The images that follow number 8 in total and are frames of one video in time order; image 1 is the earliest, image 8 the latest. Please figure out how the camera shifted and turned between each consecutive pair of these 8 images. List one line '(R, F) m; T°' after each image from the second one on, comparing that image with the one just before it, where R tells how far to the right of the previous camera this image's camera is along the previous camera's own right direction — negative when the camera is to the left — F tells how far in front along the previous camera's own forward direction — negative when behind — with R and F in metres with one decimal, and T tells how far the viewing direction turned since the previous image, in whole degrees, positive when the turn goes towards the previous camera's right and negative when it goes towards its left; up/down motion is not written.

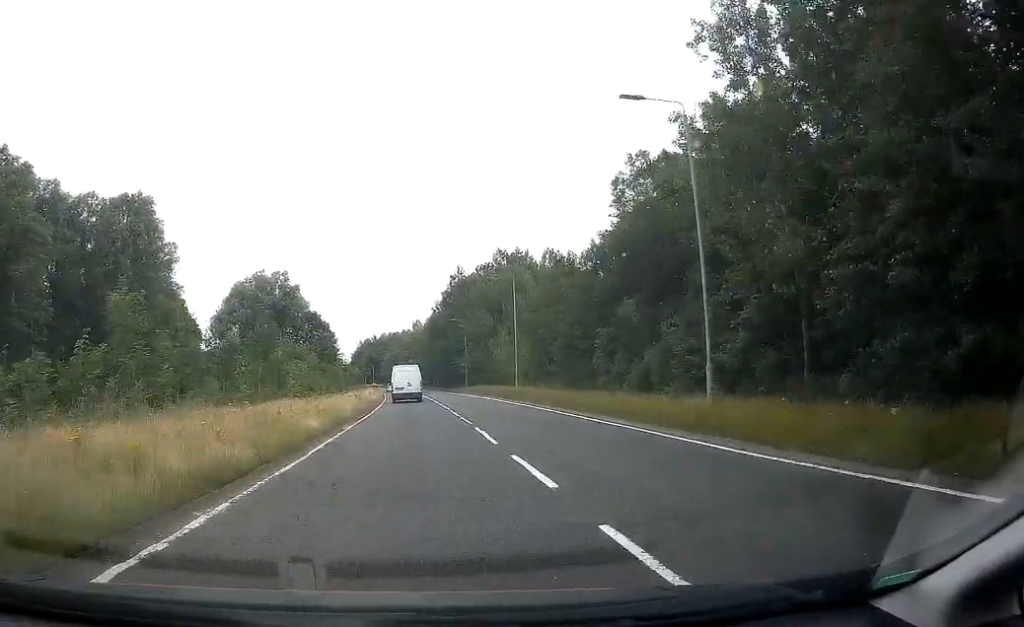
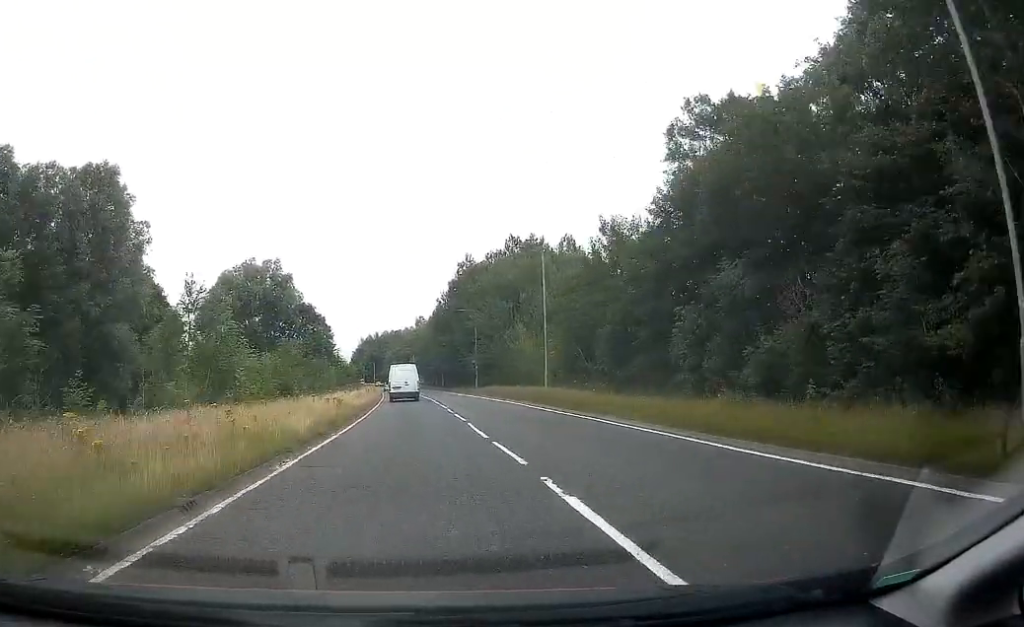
(0.0, +10.8) m; 0°
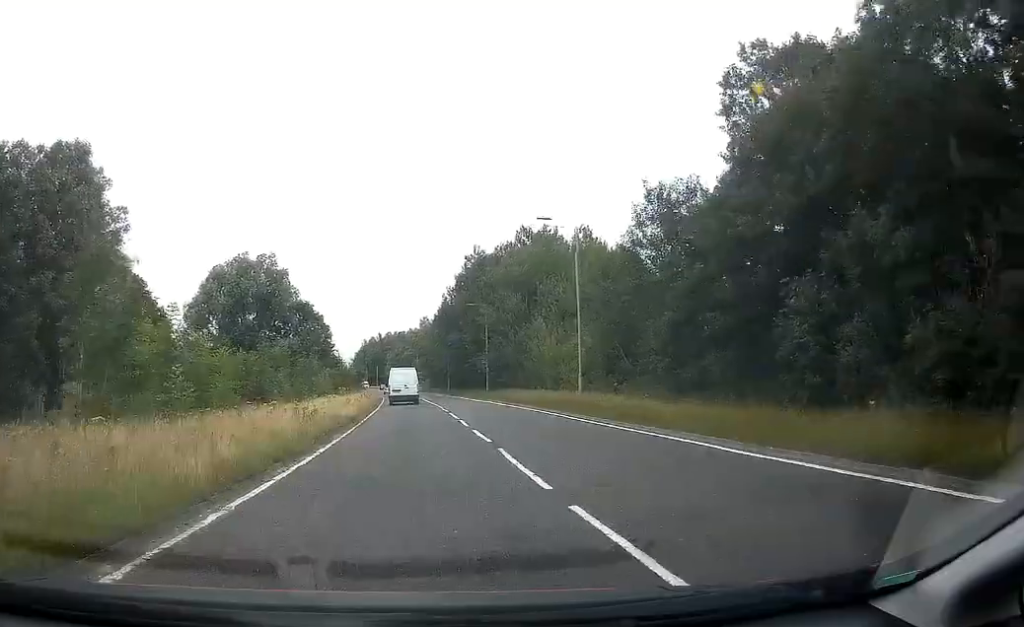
(0.0, +7.5) m; 0°
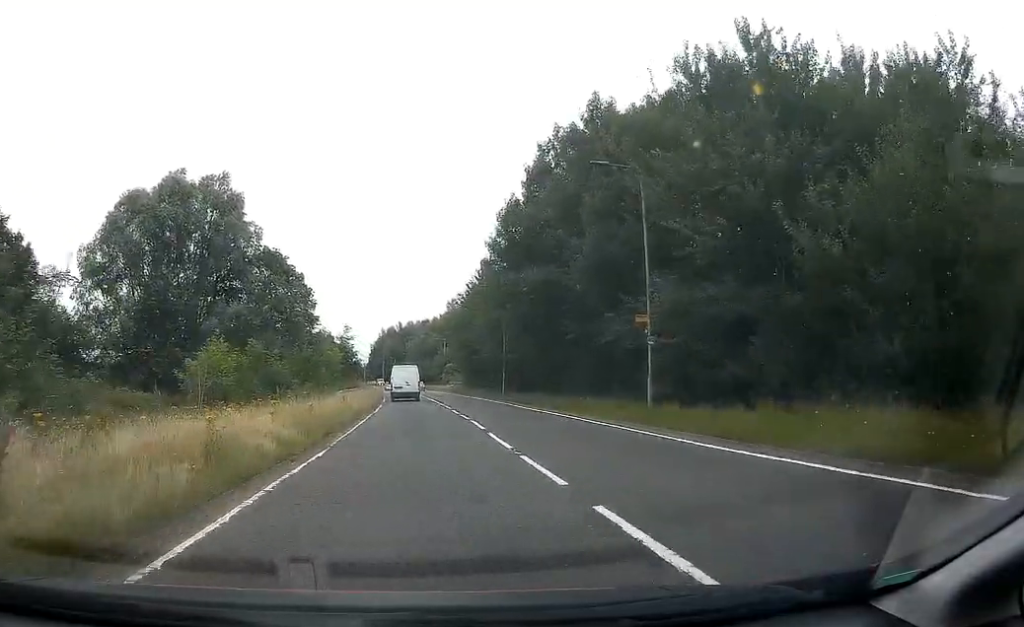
(-0.7, +40.7) m; -2°
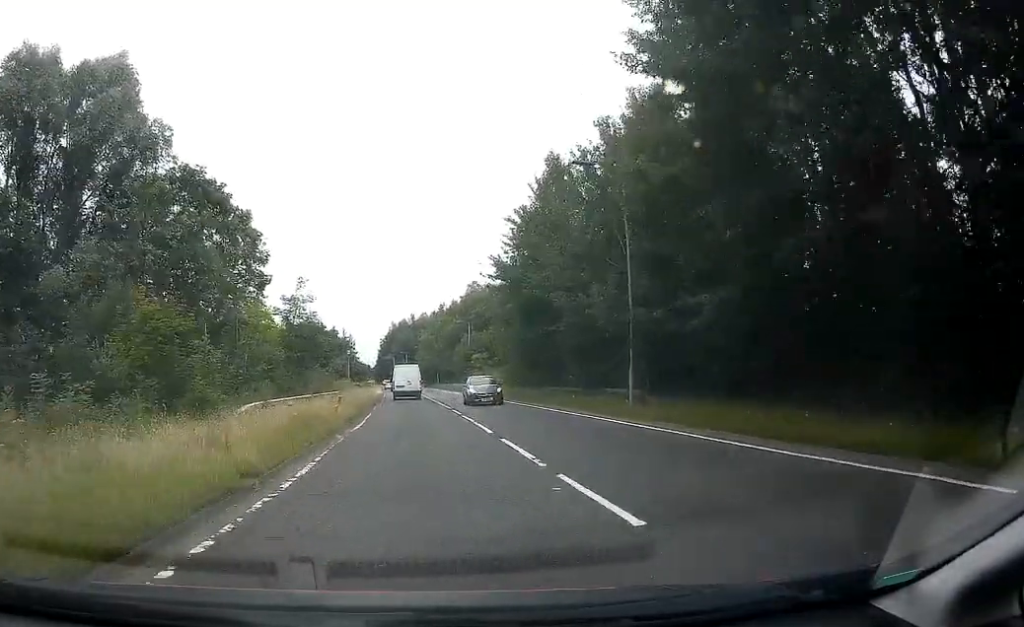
(-0.3, +29.3) m; -1°
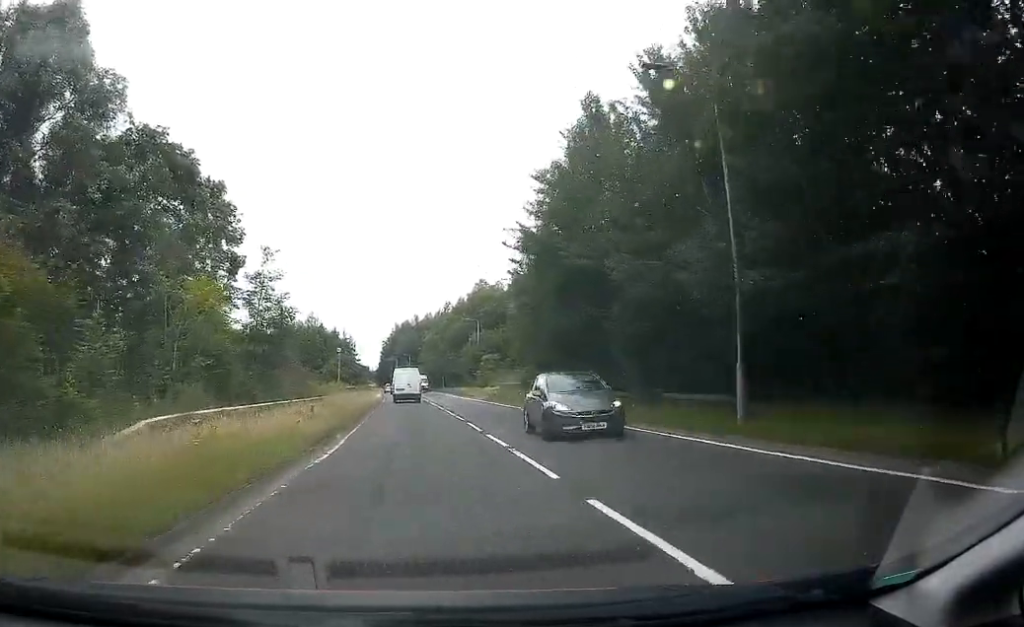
(0.0, +7.9) m; -1°
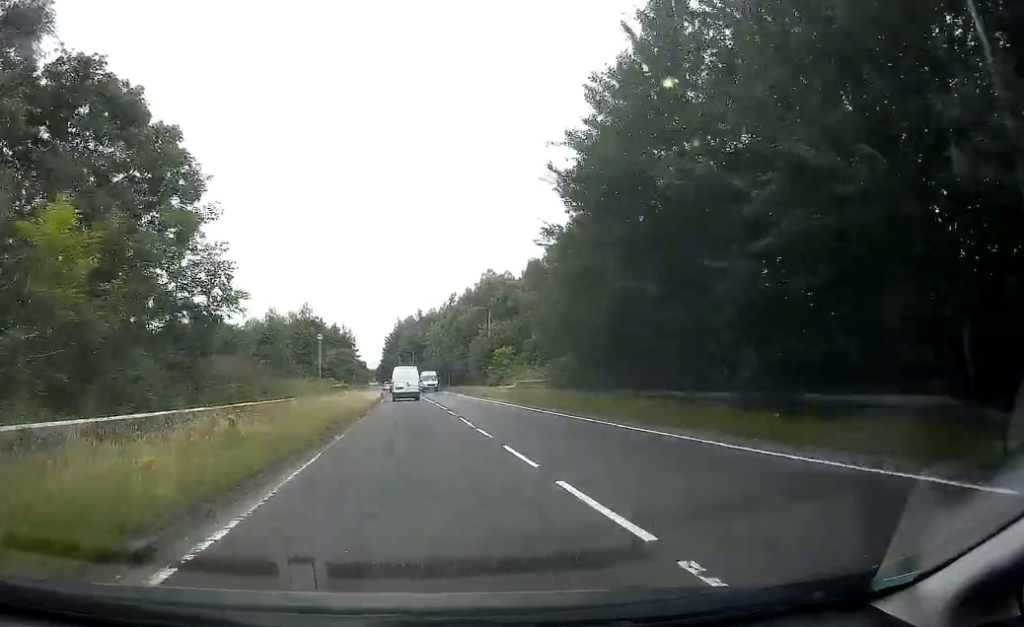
(0.0, +8.3) m; -1°
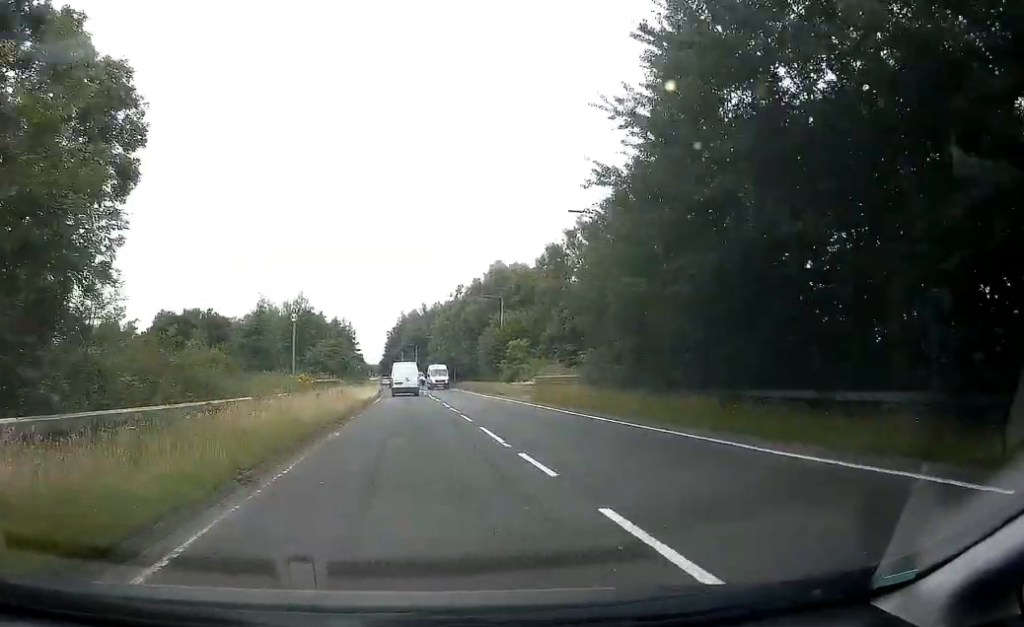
(-0.1, +7.2) m; 0°
